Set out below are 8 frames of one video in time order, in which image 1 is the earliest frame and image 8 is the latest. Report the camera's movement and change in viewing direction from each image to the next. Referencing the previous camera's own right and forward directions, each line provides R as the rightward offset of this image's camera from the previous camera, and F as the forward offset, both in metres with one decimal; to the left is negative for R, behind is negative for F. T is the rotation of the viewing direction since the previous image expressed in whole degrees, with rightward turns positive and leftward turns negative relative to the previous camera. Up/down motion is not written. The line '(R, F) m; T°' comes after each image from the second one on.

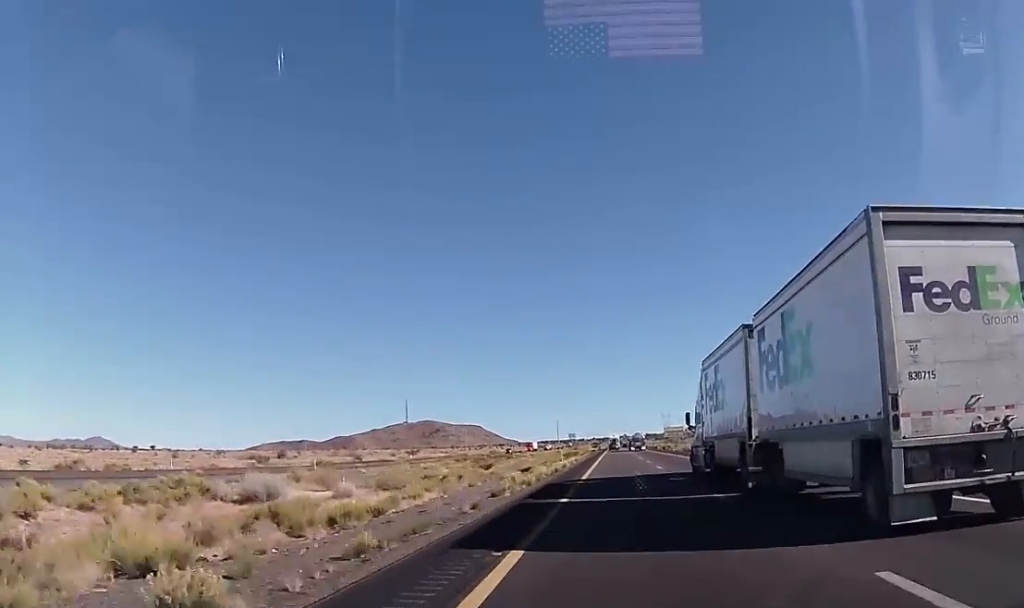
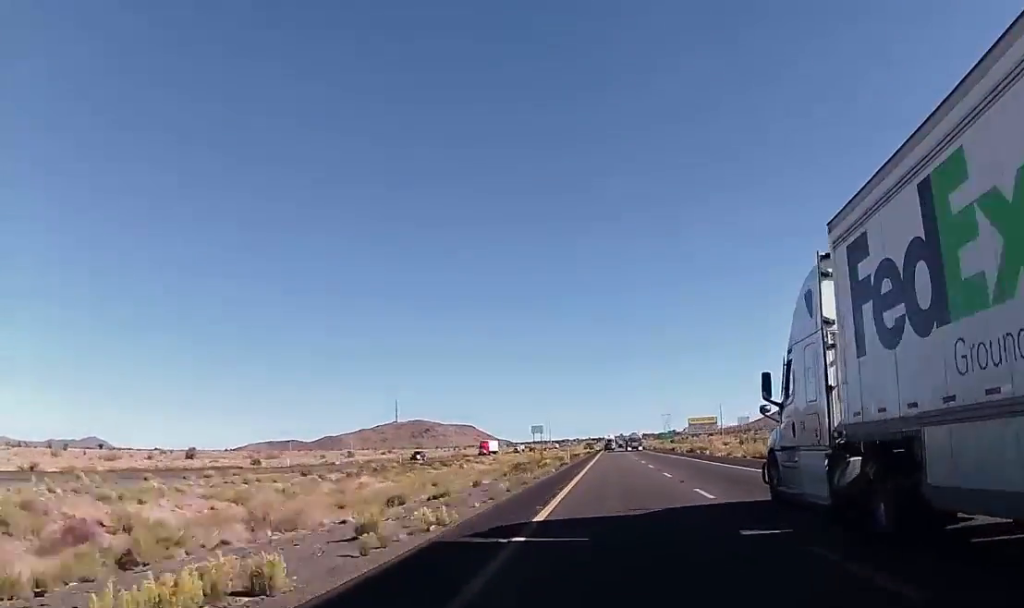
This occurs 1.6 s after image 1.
(+0.5, +58.9) m; 0°
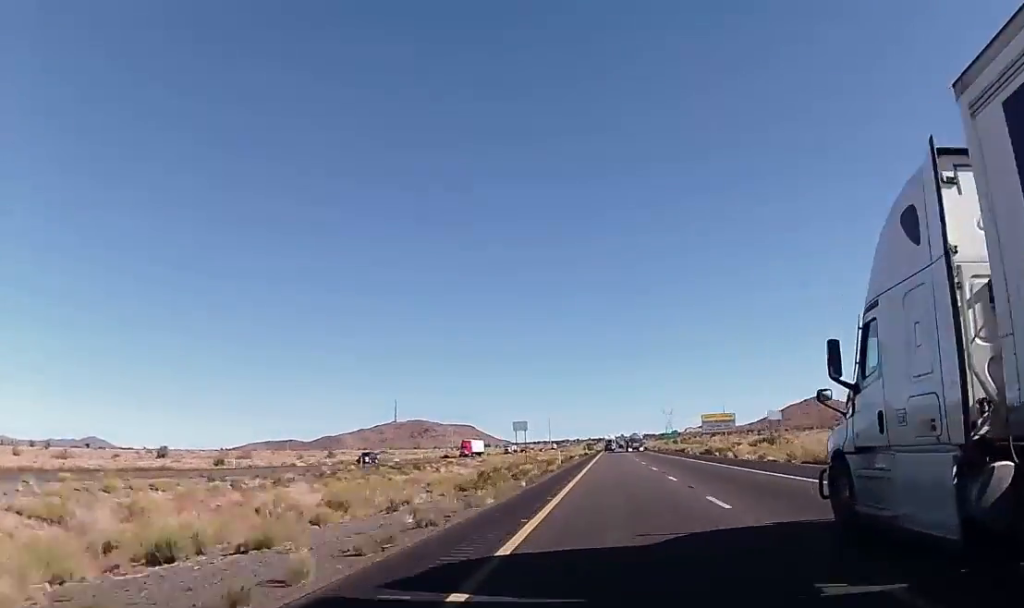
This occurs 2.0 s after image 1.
(0.0, +15.0) m; 0°
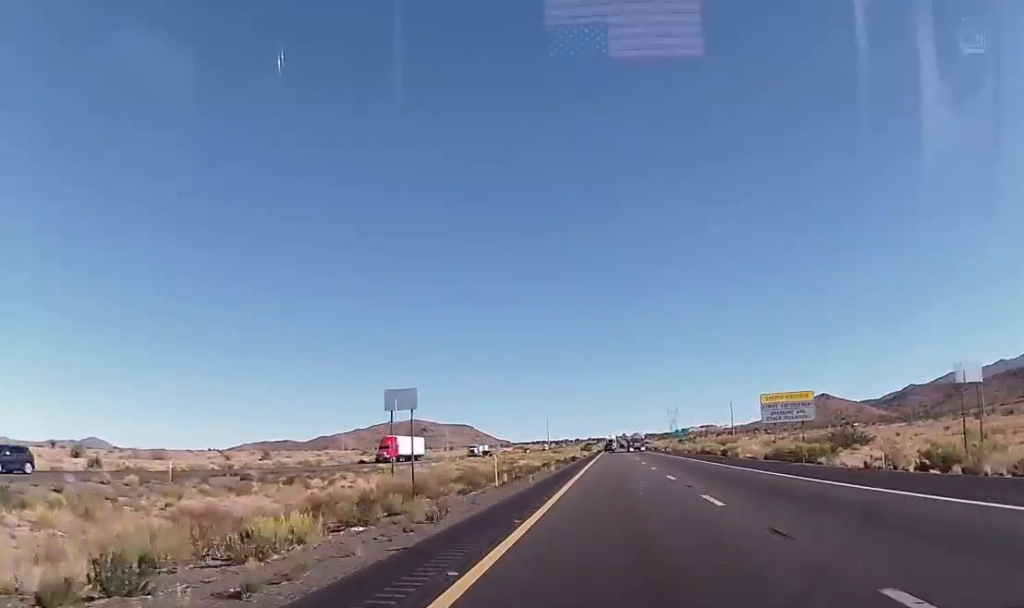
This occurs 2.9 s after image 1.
(-0.3, +36.2) m; 0°
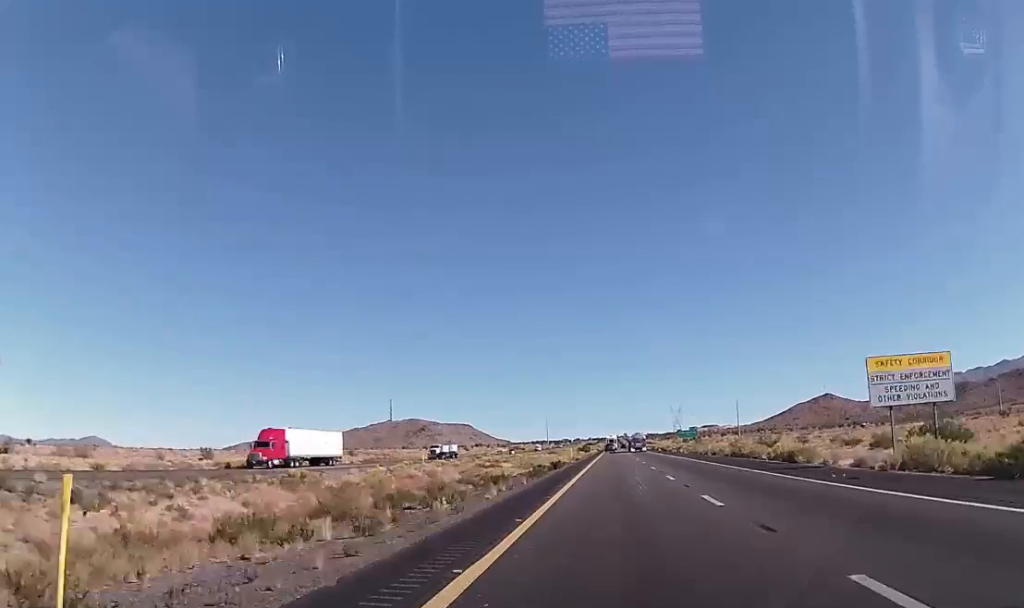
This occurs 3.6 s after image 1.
(+0.2, +23.8) m; +1°
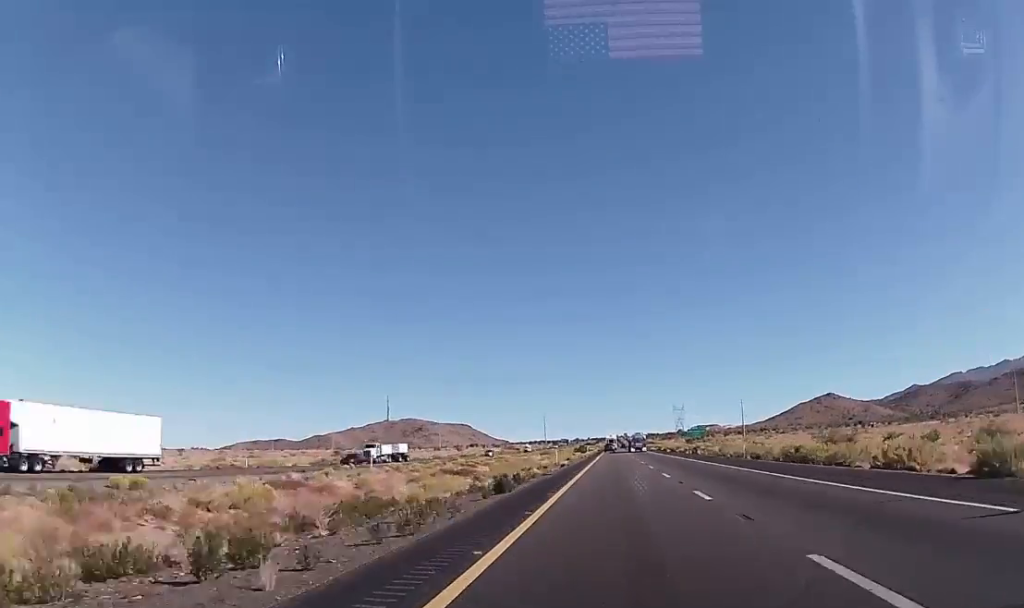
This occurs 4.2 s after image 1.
(+0.1, +22.5) m; 0°
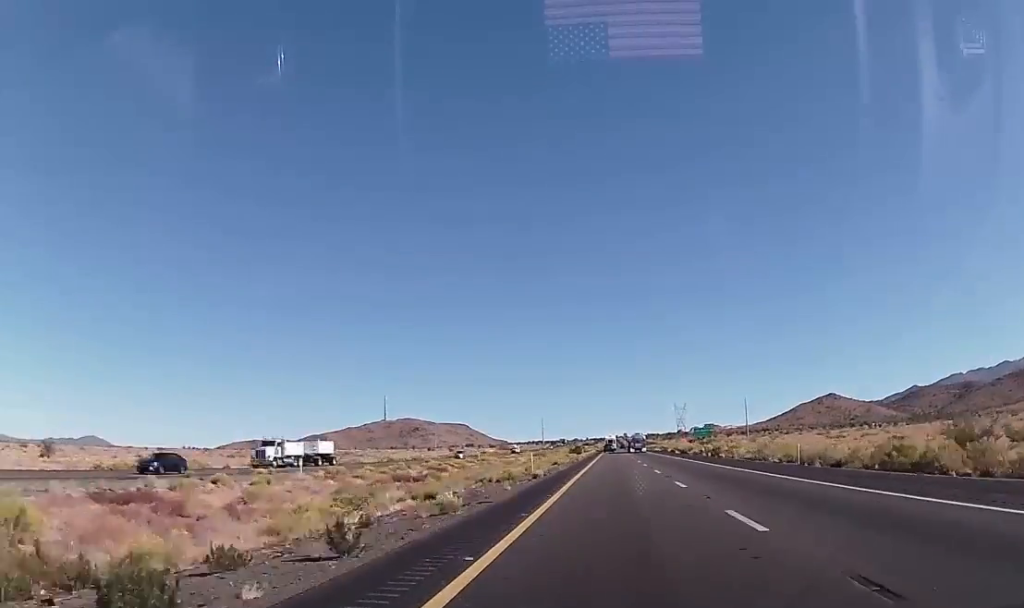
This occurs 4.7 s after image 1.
(+0.2, +18.7) m; 0°
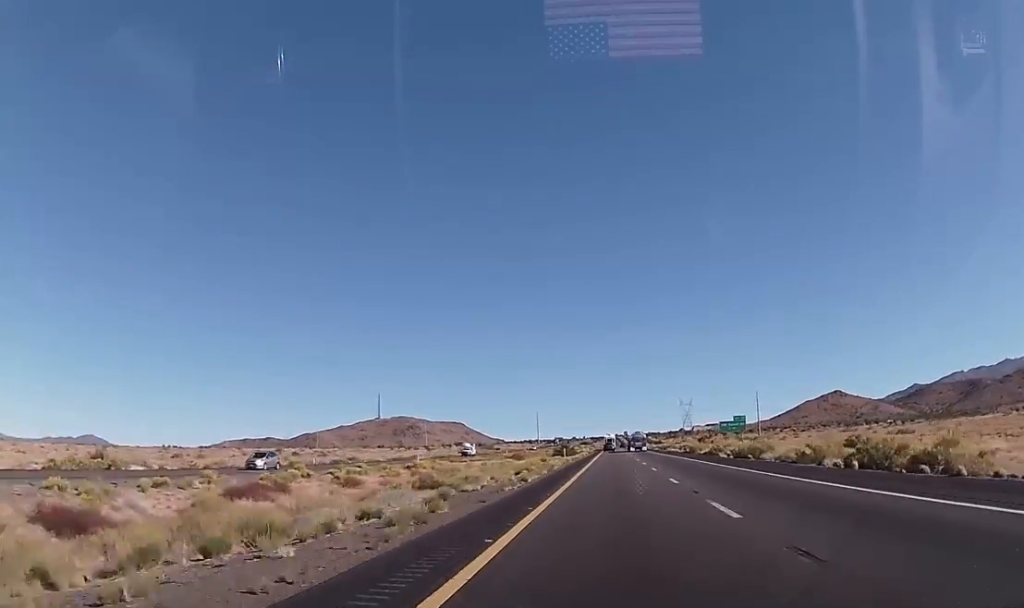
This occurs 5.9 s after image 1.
(-0.6, +46.3) m; 0°
